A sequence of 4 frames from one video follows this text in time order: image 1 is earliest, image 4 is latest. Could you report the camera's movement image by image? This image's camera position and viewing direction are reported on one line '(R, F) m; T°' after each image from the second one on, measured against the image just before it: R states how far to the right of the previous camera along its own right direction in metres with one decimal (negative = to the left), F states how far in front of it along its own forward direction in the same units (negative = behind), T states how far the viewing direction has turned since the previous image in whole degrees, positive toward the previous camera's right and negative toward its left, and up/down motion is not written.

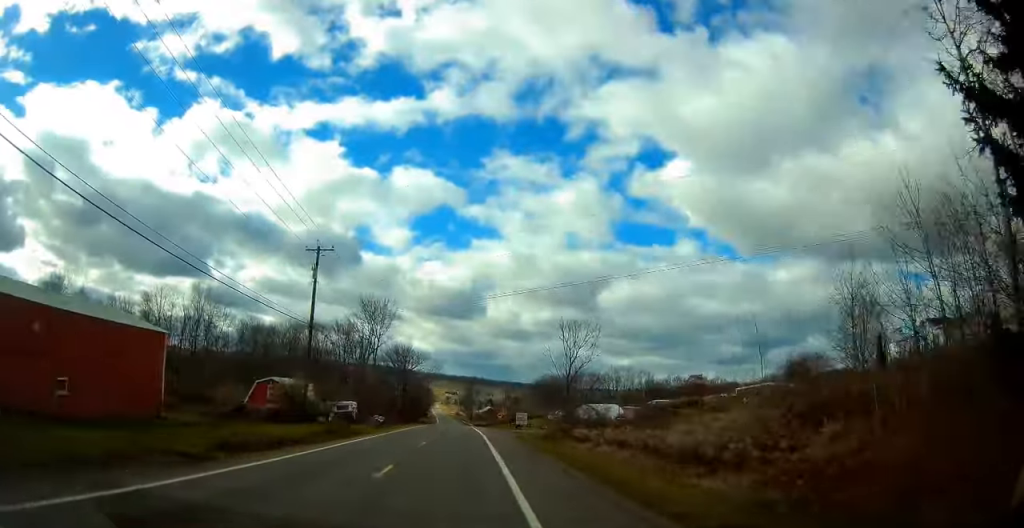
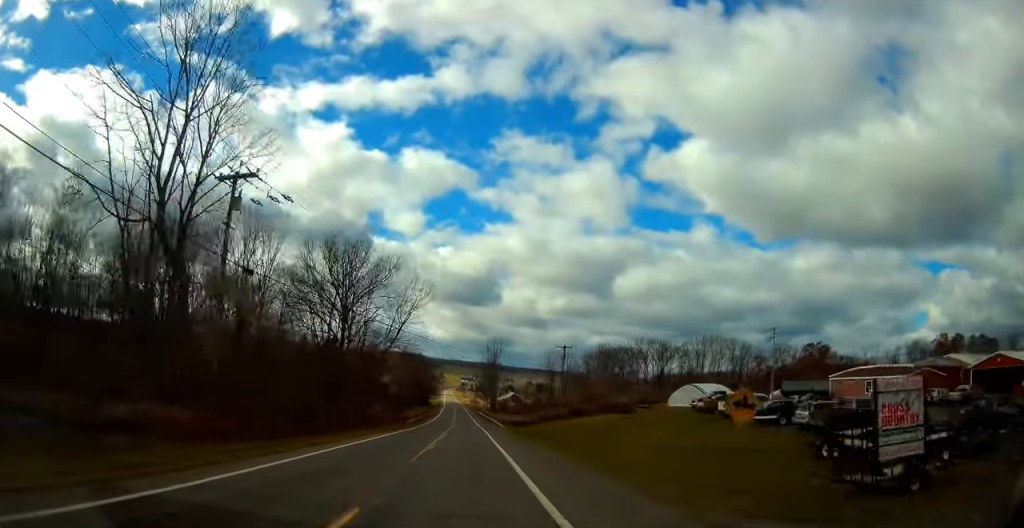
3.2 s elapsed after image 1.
(-1.6, +81.3) m; -2°
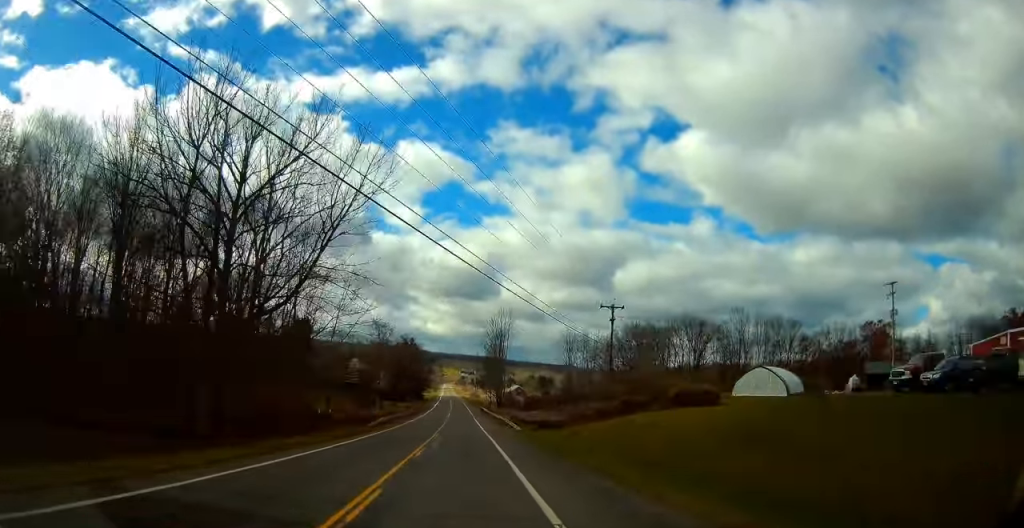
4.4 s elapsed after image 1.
(-0.2, +30.0) m; 0°
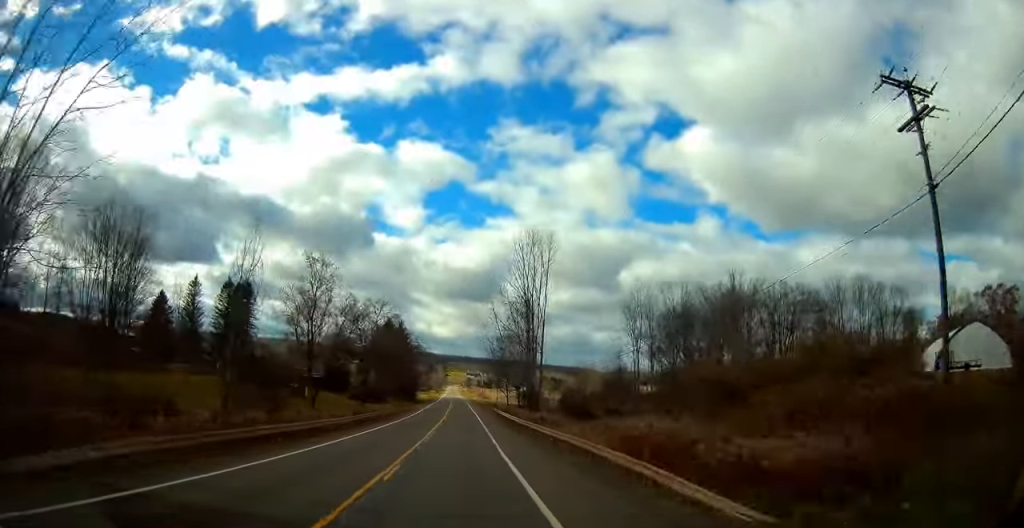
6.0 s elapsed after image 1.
(-0.2, +43.4) m; -1°
